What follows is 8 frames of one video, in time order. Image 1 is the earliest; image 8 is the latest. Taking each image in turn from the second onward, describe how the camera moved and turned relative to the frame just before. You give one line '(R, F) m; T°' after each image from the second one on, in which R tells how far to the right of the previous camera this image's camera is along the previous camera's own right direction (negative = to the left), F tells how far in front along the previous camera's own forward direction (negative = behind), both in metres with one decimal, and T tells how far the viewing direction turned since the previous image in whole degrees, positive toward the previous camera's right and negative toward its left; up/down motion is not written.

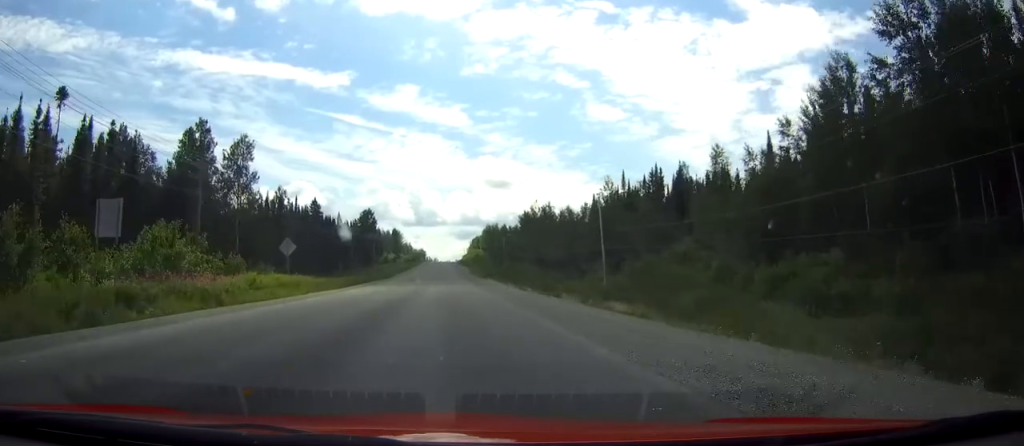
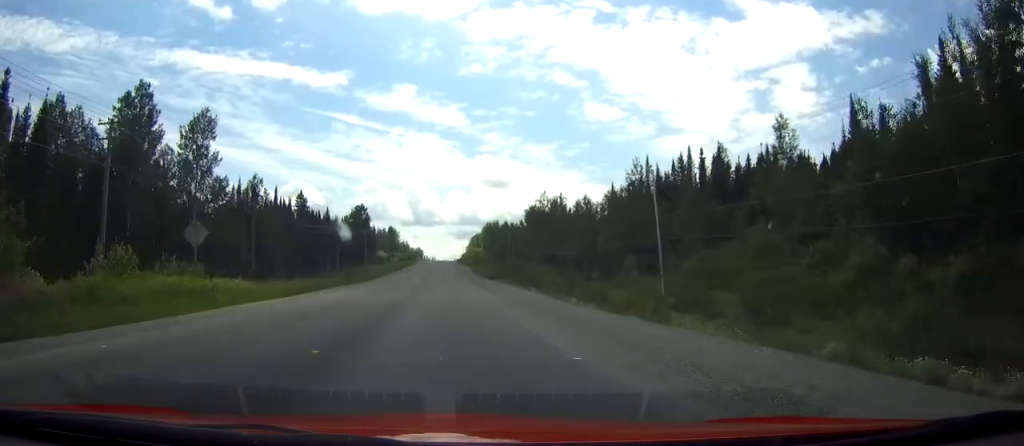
(0.0, +16.3) m; 0°
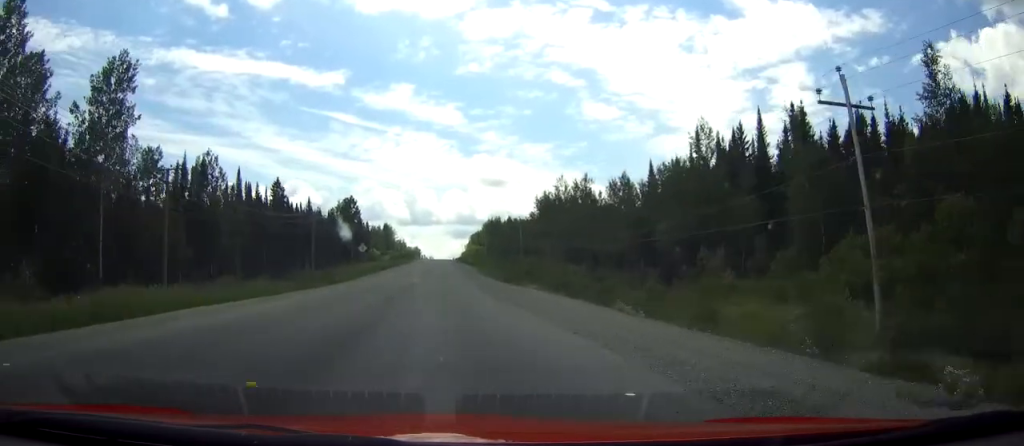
(0.0, +23.2) m; 0°
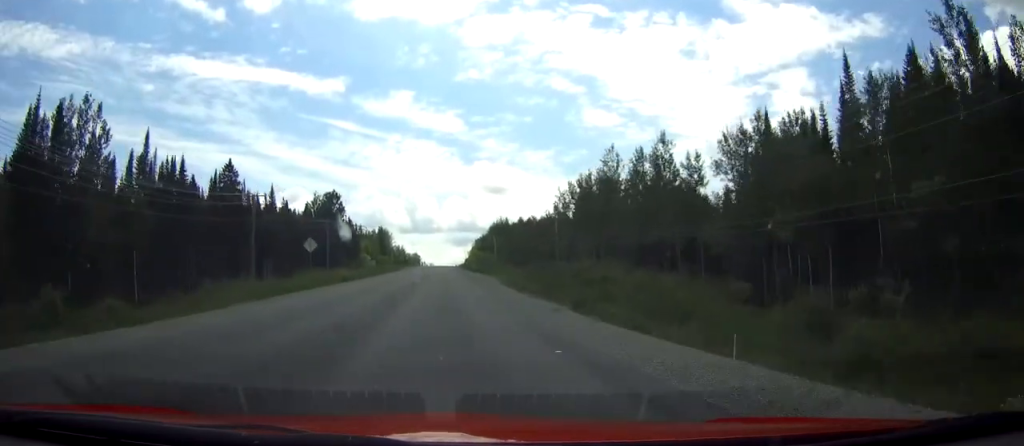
(0.0, +35.6) m; 0°
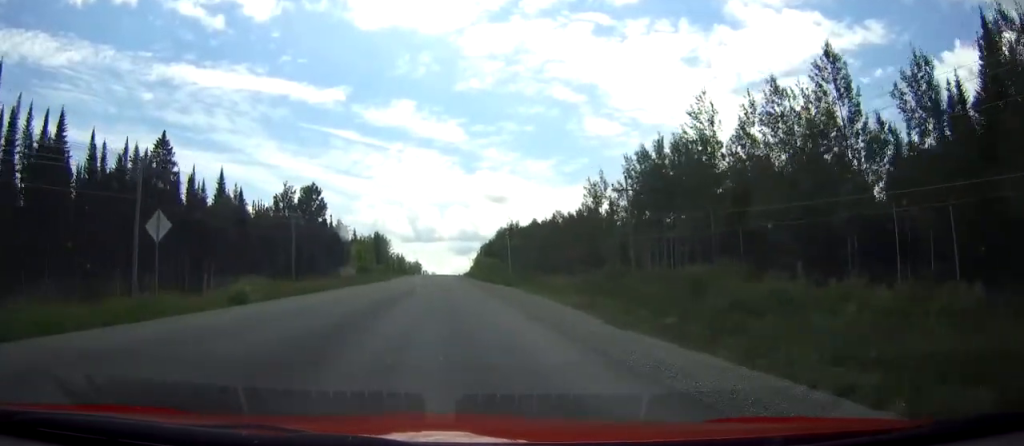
(-0.1, +30.3) m; 0°
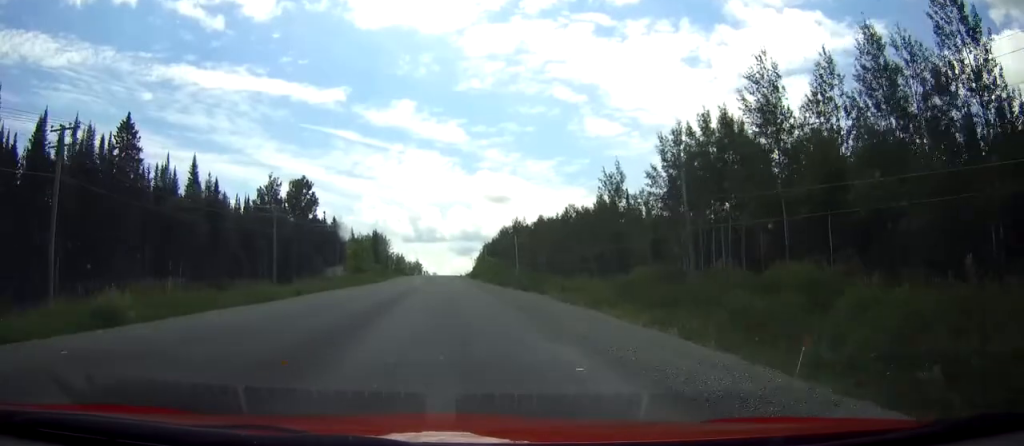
(0.0, +11.4) m; 0°
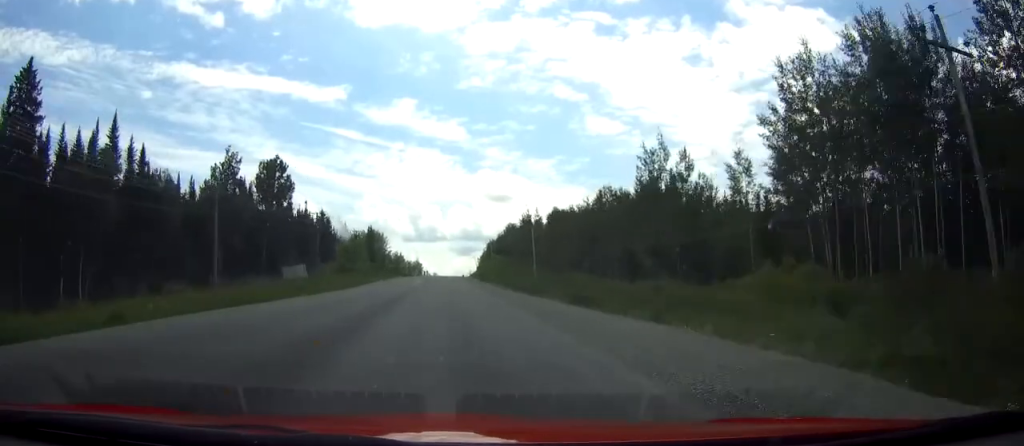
(0.0, +23.0) m; 0°
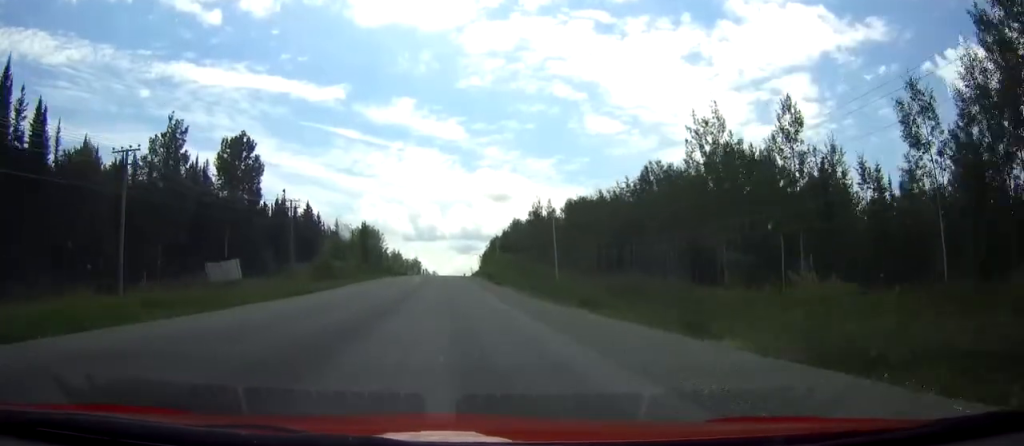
(0.0, +19.7) m; 0°
